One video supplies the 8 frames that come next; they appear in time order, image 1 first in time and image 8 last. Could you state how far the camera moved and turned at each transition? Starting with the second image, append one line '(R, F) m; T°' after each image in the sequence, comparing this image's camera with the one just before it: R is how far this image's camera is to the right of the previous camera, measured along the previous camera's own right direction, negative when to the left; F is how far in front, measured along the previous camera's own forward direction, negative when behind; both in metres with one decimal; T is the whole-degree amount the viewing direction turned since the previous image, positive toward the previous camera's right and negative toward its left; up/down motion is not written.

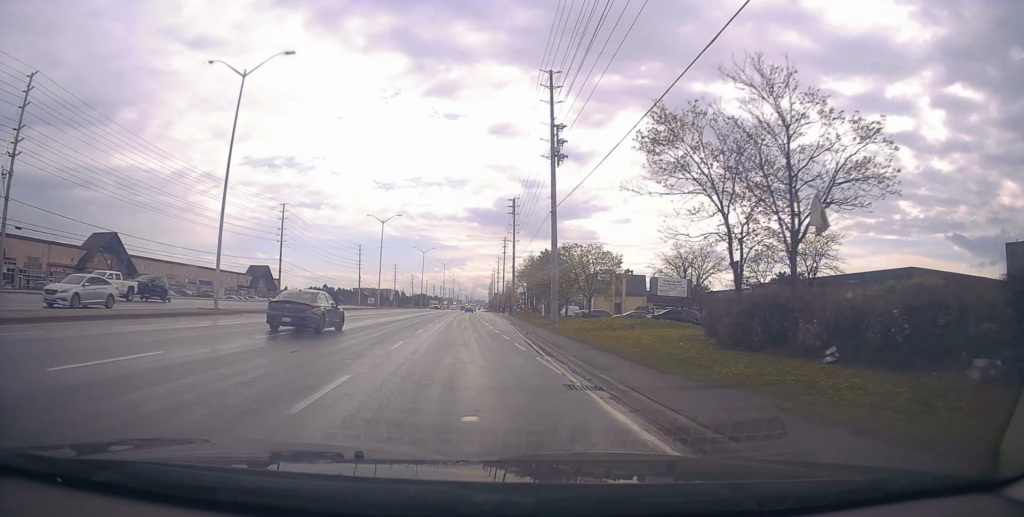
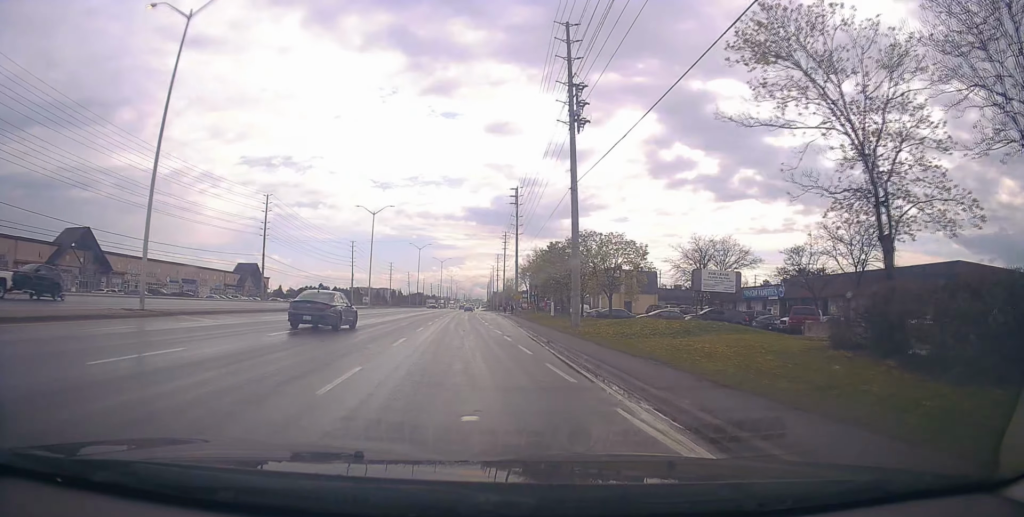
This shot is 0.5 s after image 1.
(+0.1, +7.7) m; 0°
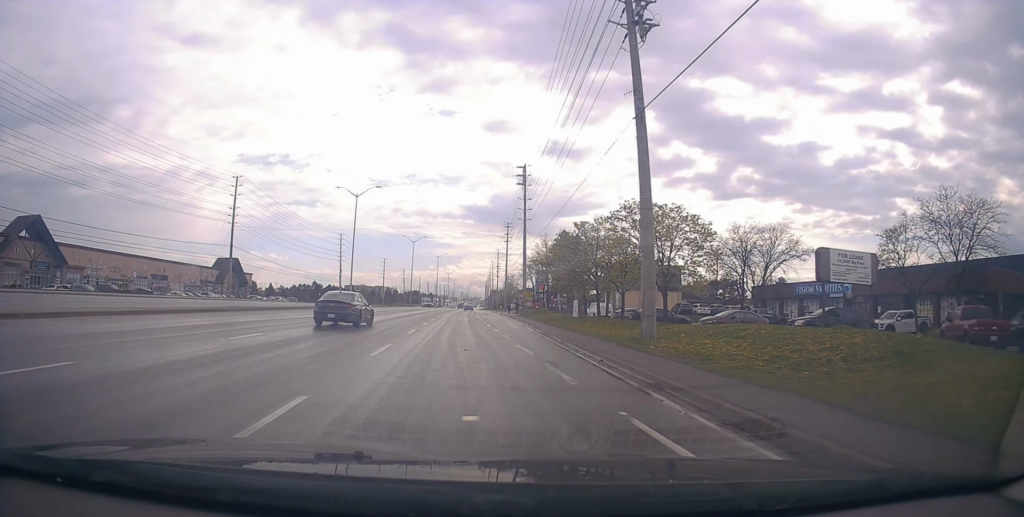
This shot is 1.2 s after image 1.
(-0.2, +12.2) m; 0°
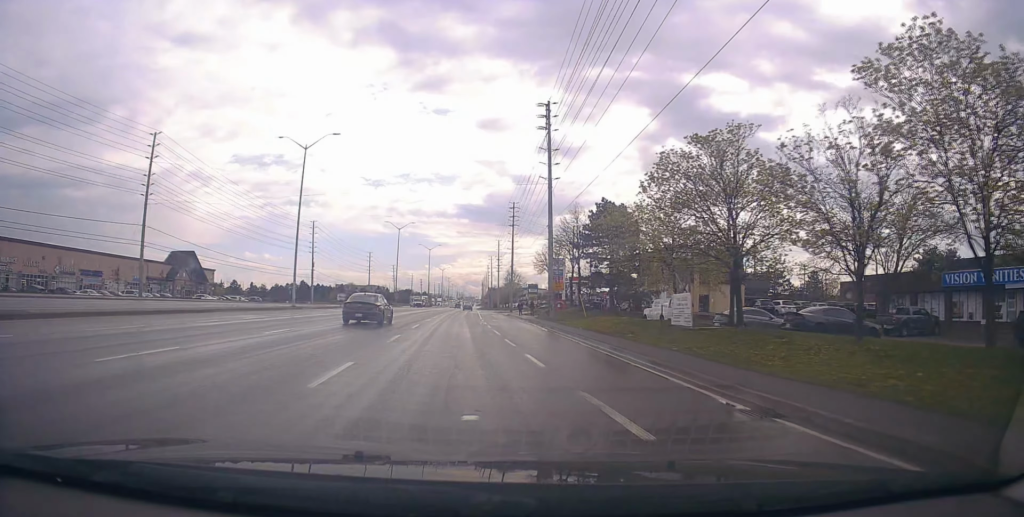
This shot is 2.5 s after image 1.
(+0.2, +22.8) m; +2°
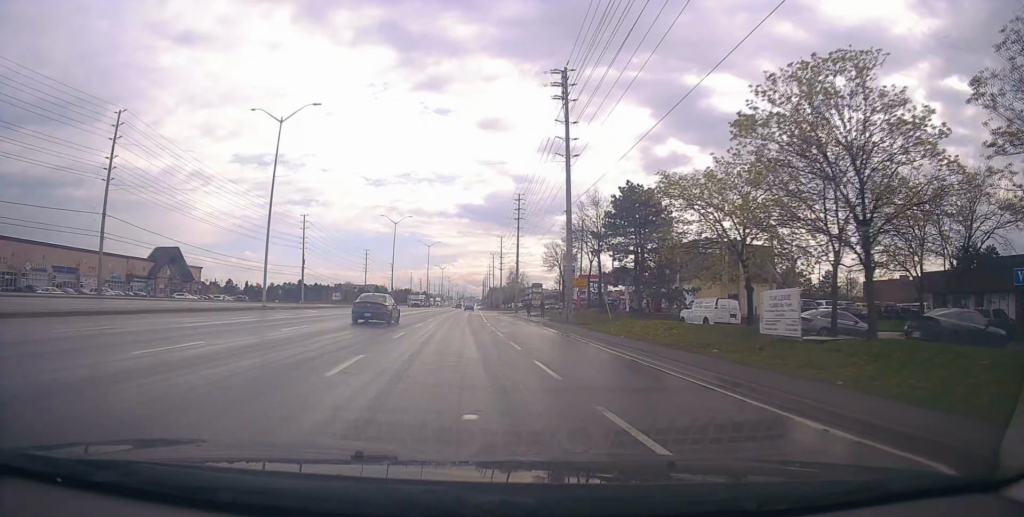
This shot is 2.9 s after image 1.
(+0.1, +7.6) m; +1°
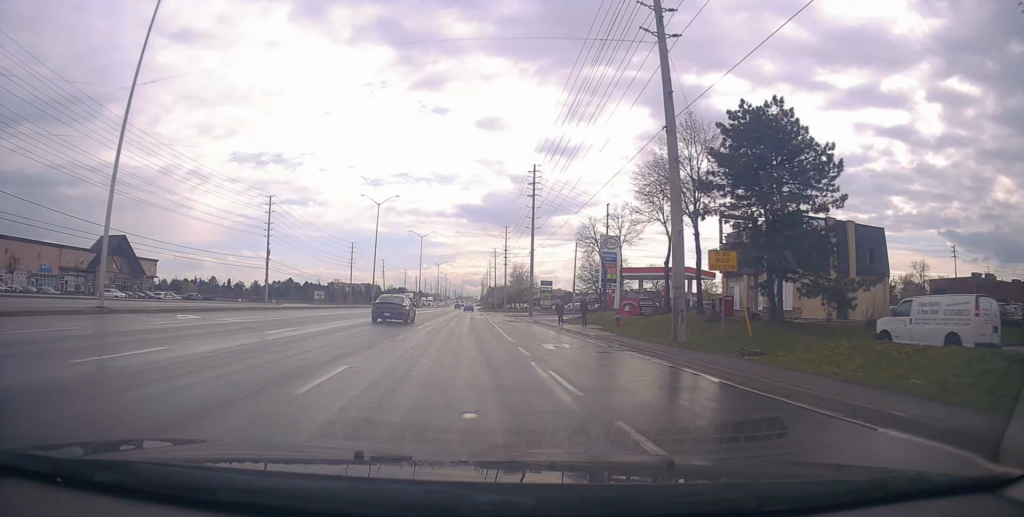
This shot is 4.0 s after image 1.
(+0.2, +19.5) m; 0°
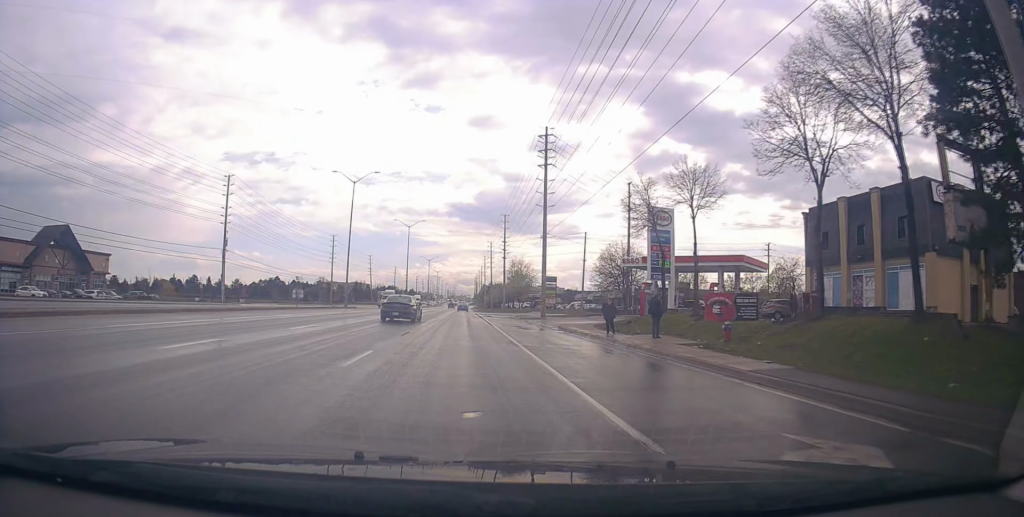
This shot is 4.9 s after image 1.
(-0.1, +15.4) m; -1°
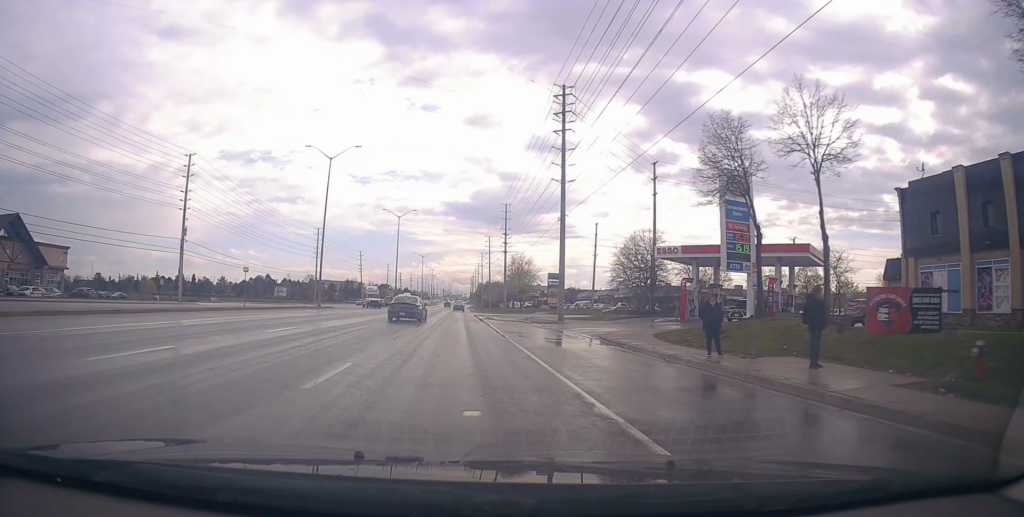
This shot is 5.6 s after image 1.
(-0.1, +11.3) m; -1°
